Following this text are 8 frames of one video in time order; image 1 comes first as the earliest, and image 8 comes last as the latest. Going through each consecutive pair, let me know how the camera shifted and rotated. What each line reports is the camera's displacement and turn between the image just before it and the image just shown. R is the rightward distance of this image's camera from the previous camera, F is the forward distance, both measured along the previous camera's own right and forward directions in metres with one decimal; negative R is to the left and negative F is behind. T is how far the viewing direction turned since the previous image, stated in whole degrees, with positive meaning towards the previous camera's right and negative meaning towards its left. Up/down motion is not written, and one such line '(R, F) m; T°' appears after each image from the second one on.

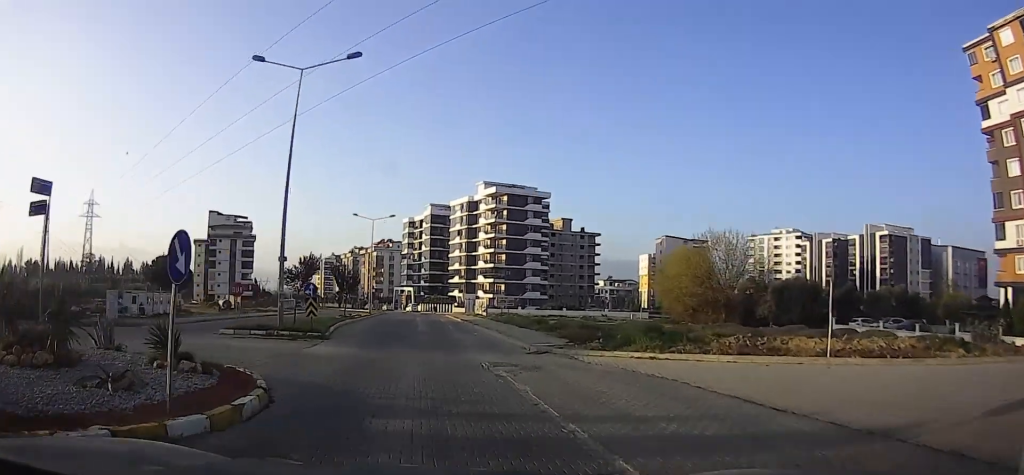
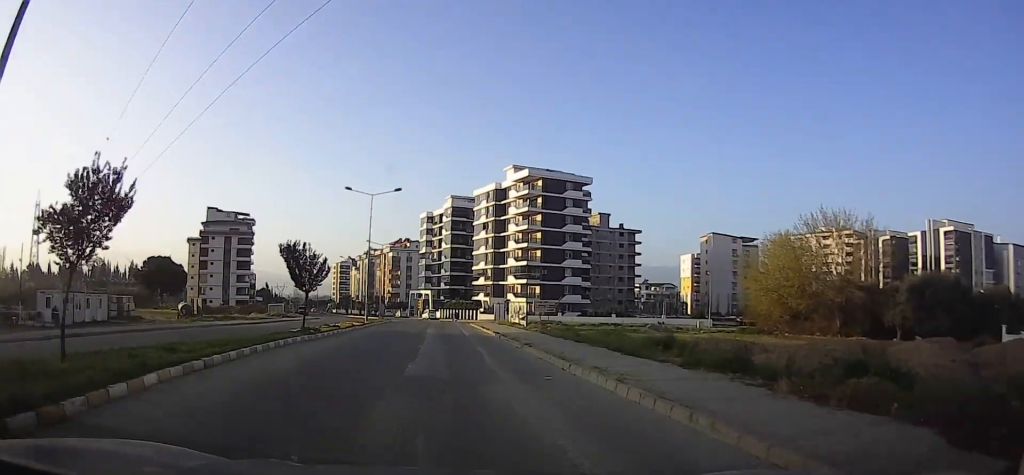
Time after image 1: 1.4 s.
(-0.5, +18.1) m; -3°
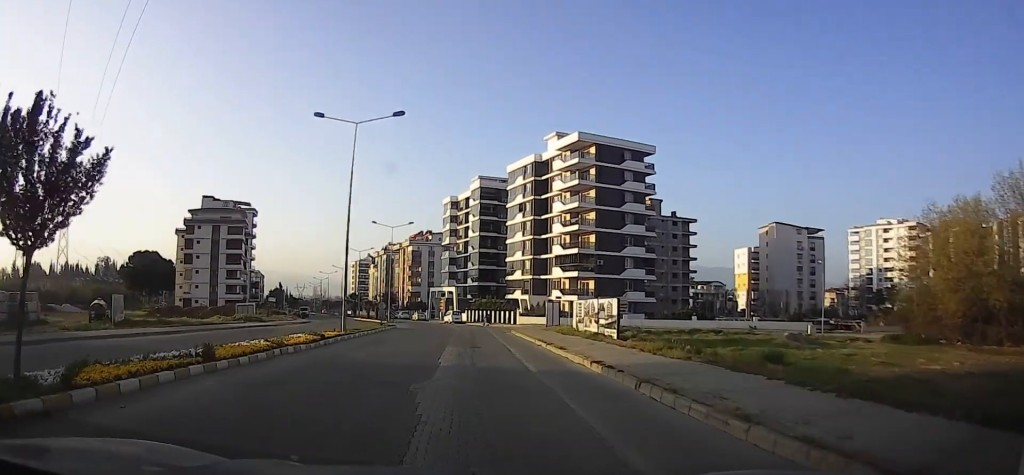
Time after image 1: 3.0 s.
(-0.4, +20.4) m; -2°
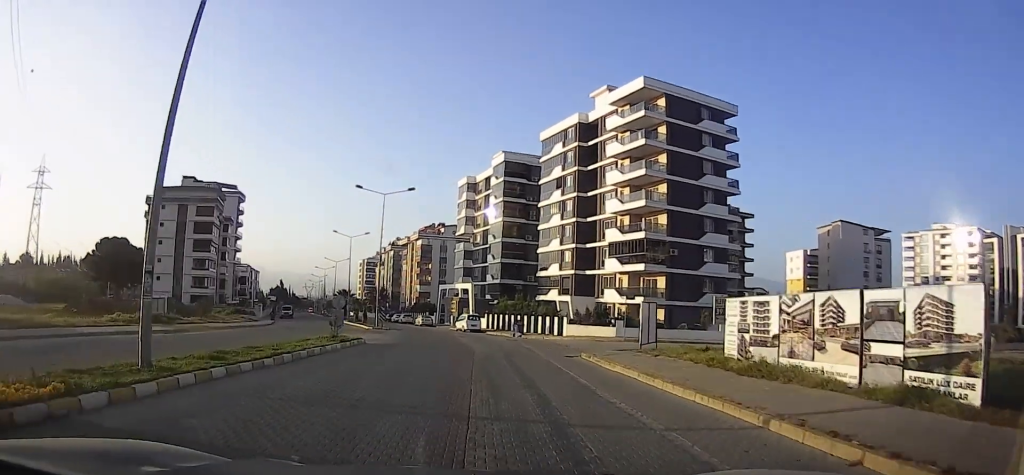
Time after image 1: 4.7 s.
(-0.2, +20.7) m; -1°
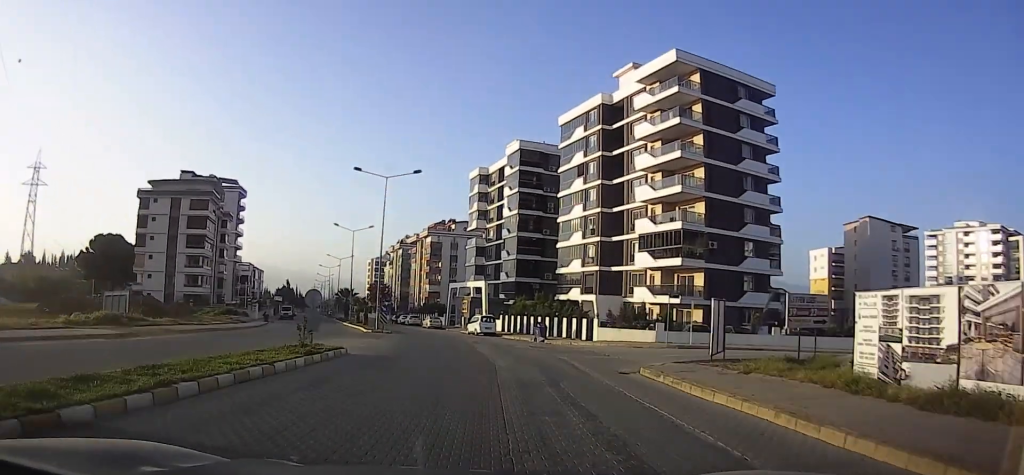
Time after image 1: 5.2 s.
(0.0, +6.2) m; -1°
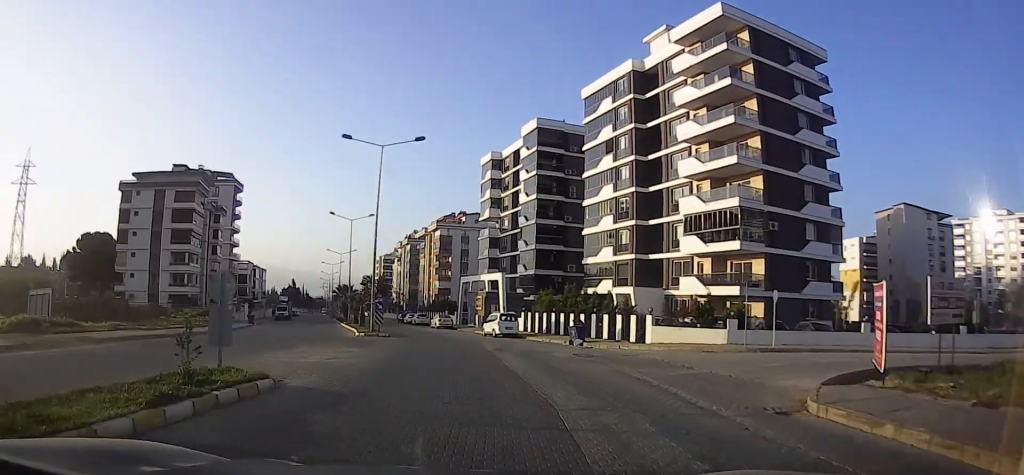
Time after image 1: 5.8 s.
(+0.1, +8.2) m; -2°
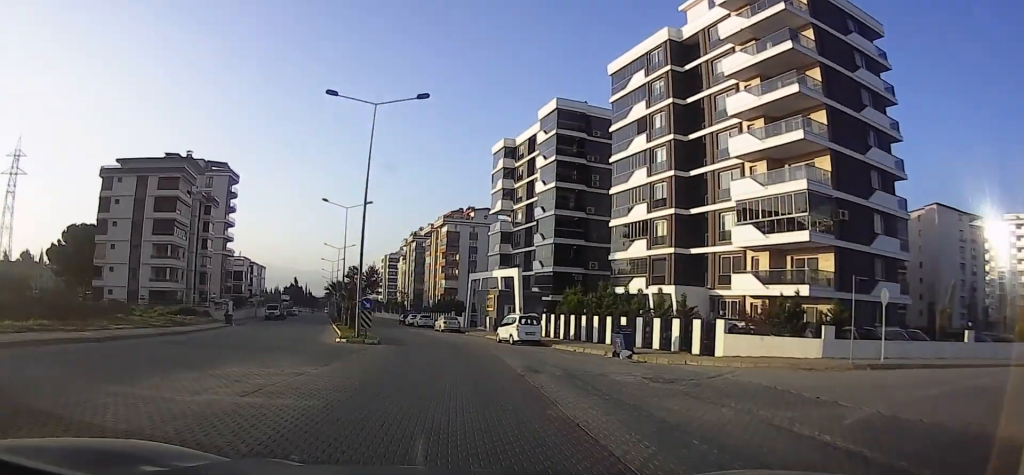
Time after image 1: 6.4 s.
(-0.4, +7.2) m; -2°
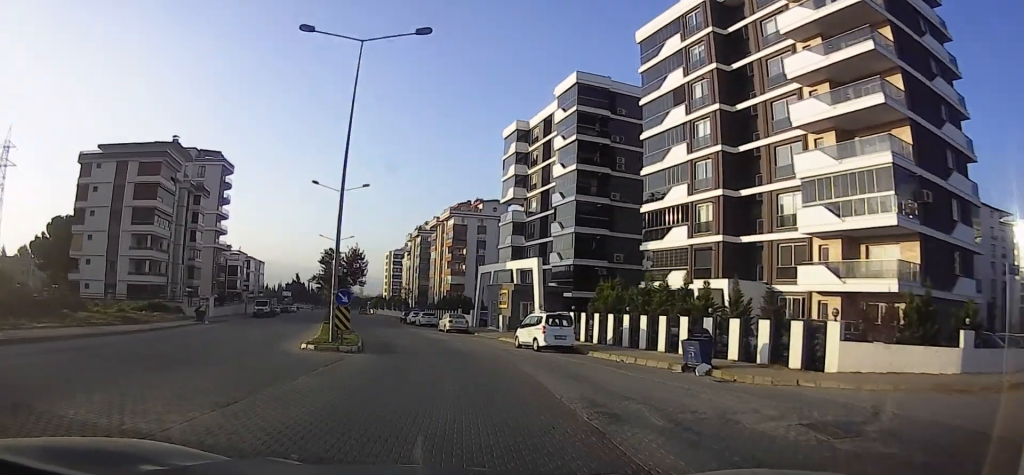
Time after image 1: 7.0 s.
(-0.1, +6.8) m; -1°
